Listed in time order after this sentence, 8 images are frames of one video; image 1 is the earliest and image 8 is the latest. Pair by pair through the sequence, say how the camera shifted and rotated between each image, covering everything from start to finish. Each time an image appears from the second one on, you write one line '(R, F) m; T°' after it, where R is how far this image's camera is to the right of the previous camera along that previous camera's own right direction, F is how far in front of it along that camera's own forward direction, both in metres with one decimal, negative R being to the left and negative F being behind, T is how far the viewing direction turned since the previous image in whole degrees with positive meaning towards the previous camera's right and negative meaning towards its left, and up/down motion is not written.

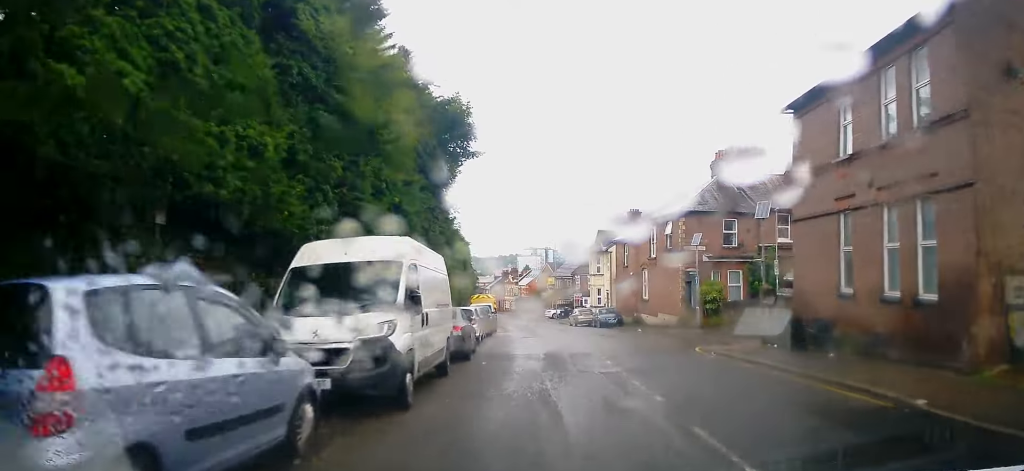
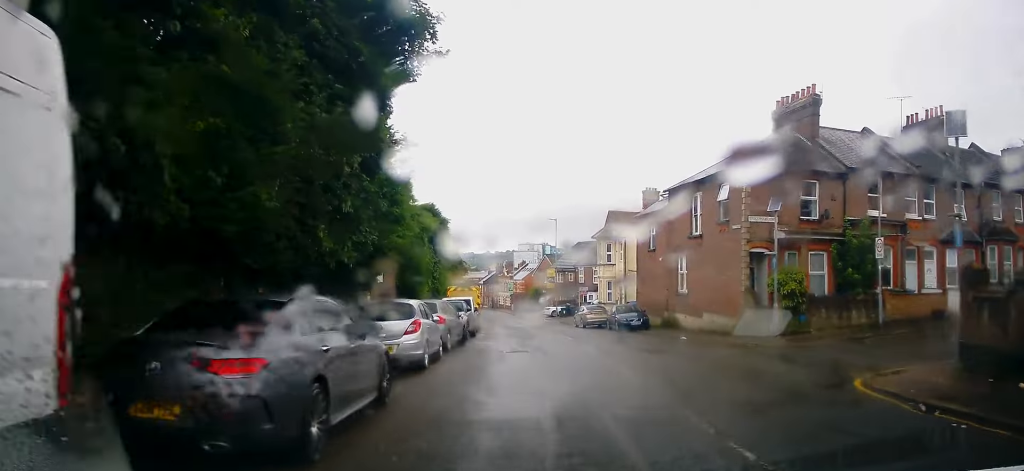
(-0.8, +11.3) m; -2°
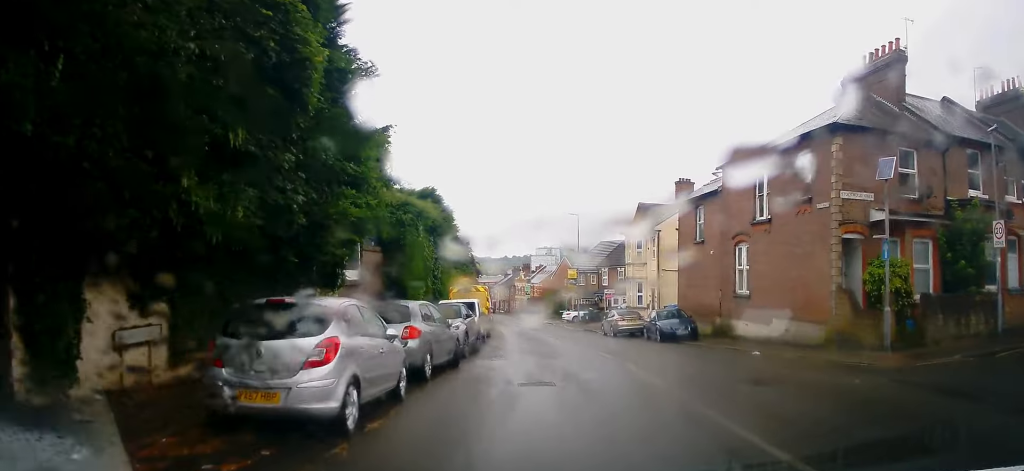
(+0.6, +6.5) m; +4°
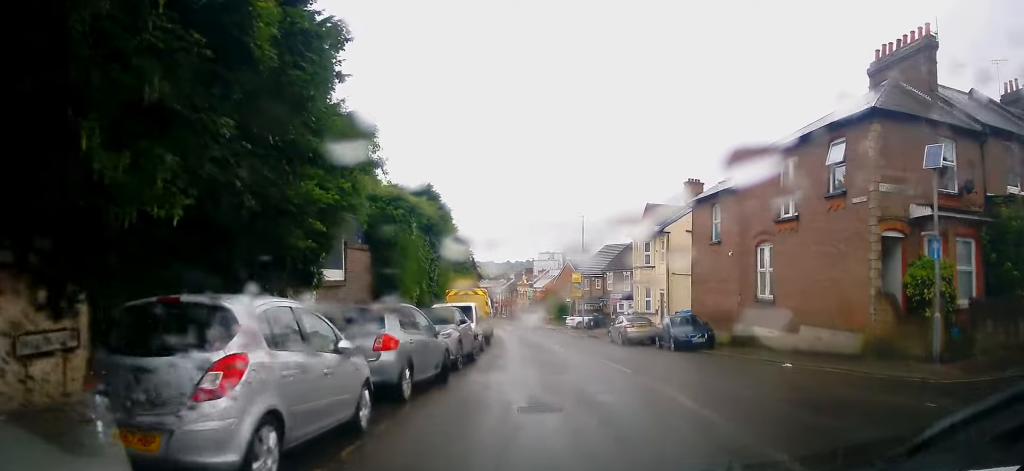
(0.0, +2.3) m; -2°
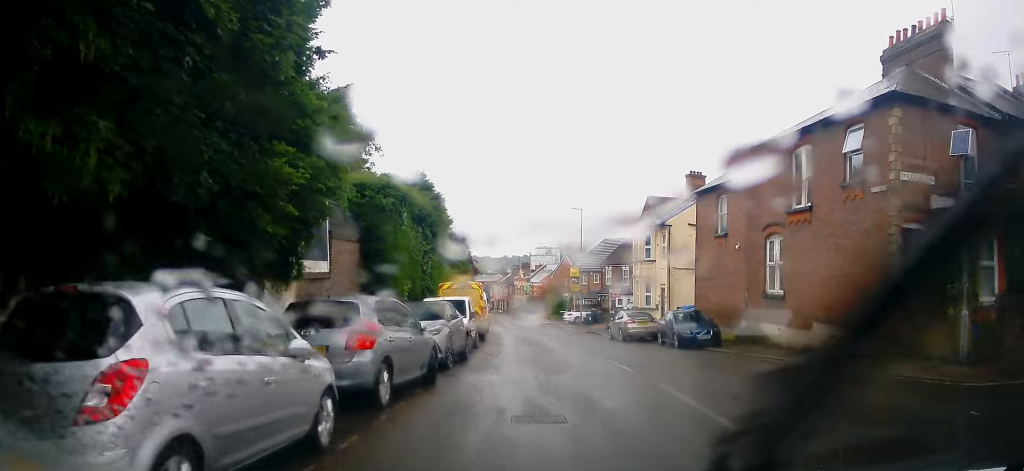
(-0.1, +1.2) m; +2°
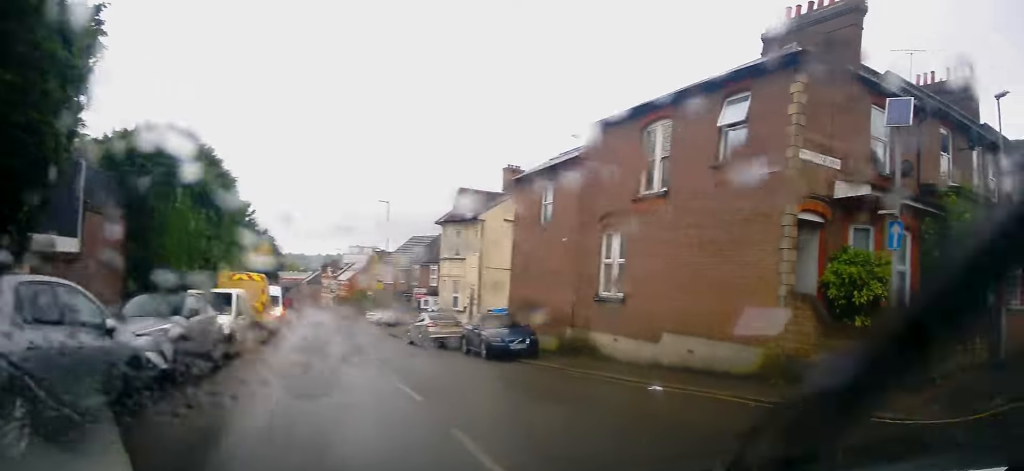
(+0.3, +3.6) m; +24°
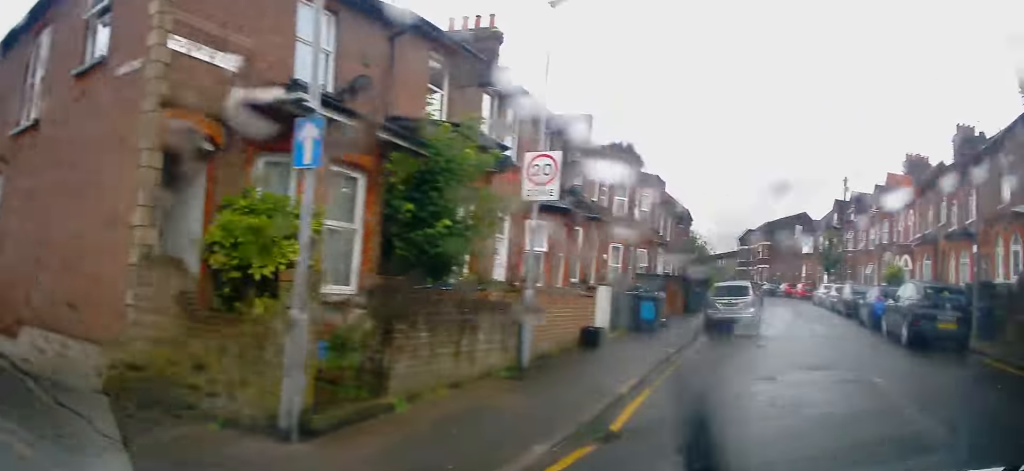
(+1.7, +4.2) m; +44°
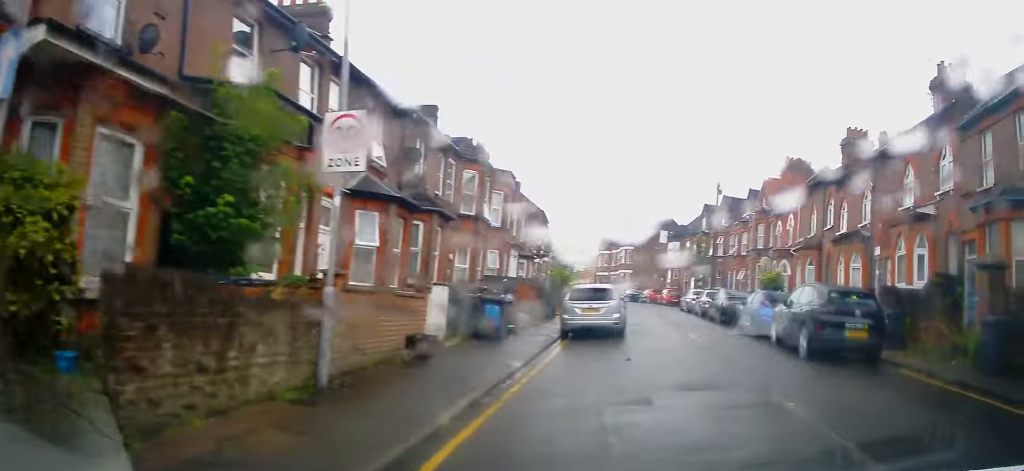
(+0.4, +2.0) m; +13°
